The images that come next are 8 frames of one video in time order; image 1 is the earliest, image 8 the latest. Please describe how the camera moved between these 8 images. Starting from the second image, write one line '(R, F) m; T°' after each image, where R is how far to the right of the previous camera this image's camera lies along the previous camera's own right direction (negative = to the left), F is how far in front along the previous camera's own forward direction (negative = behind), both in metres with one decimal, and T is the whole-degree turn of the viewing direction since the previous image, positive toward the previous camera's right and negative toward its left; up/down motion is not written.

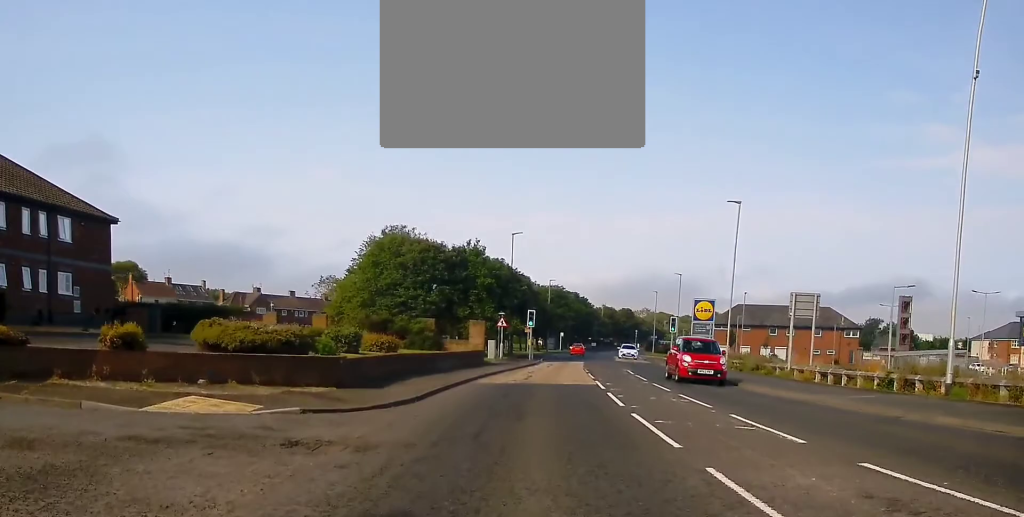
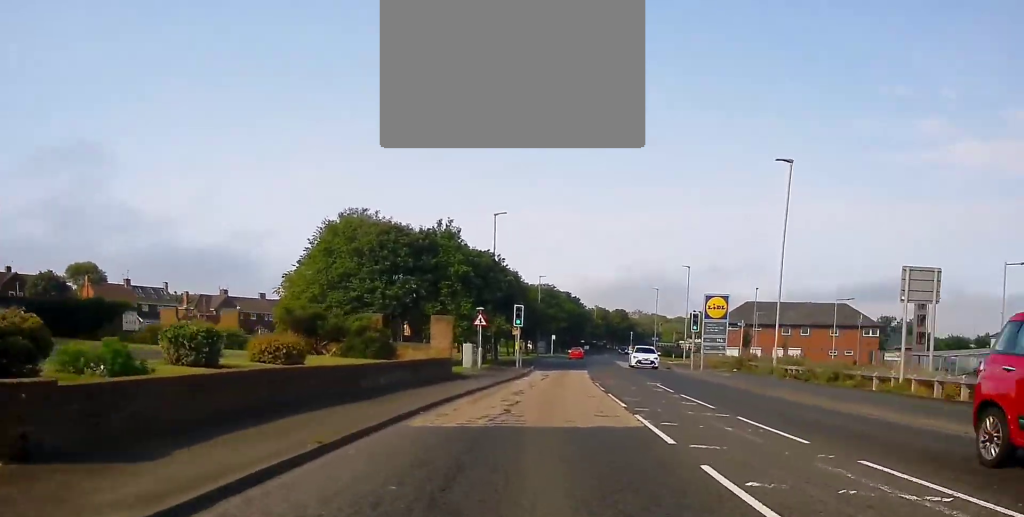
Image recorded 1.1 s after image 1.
(+0.2, +11.5) m; +1°
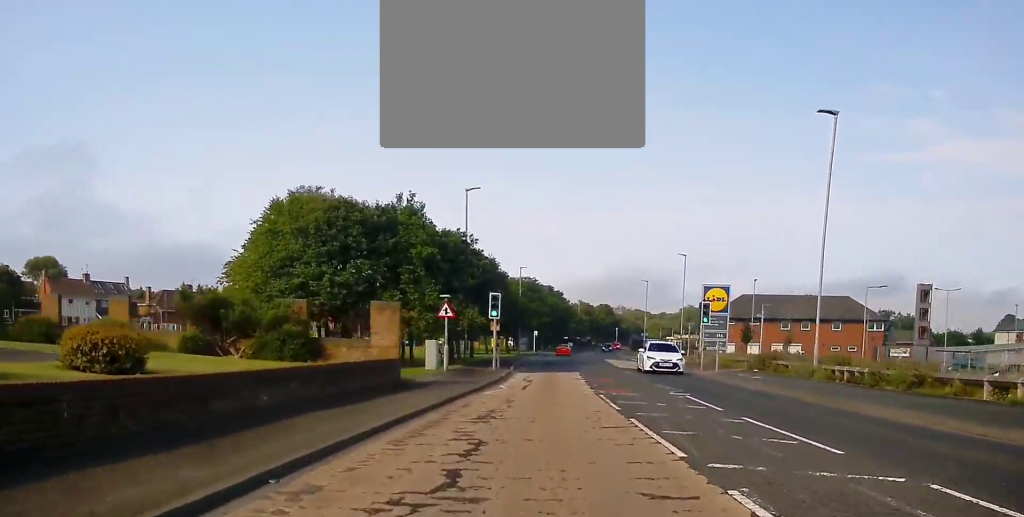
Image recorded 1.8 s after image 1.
(0.0, +7.5) m; +1°
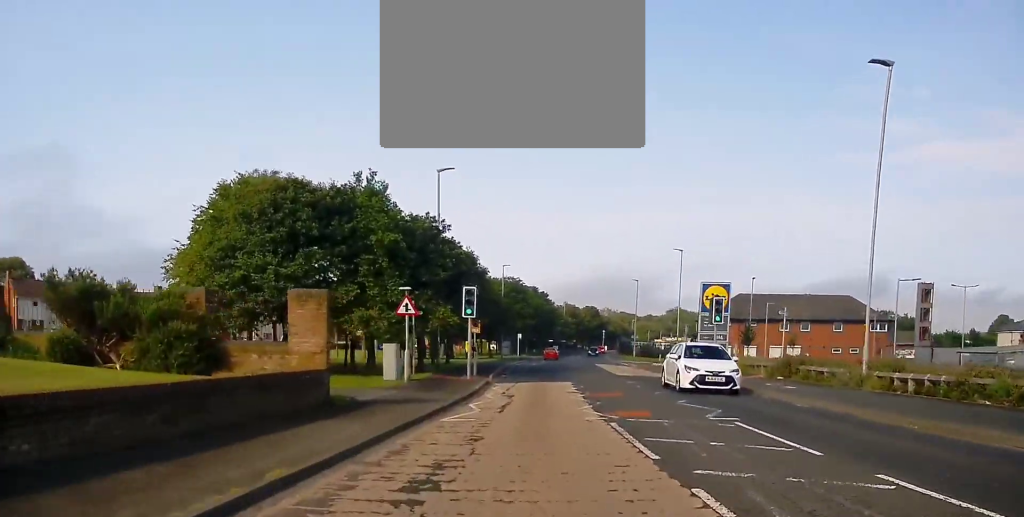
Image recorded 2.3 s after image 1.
(0.0, +5.8) m; 0°
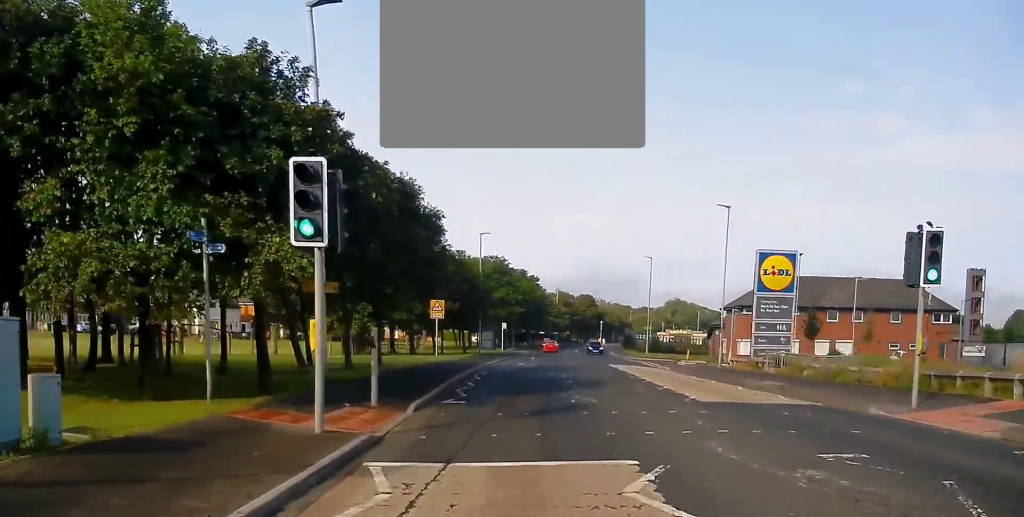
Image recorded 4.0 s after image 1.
(+0.6, +20.0) m; +3°
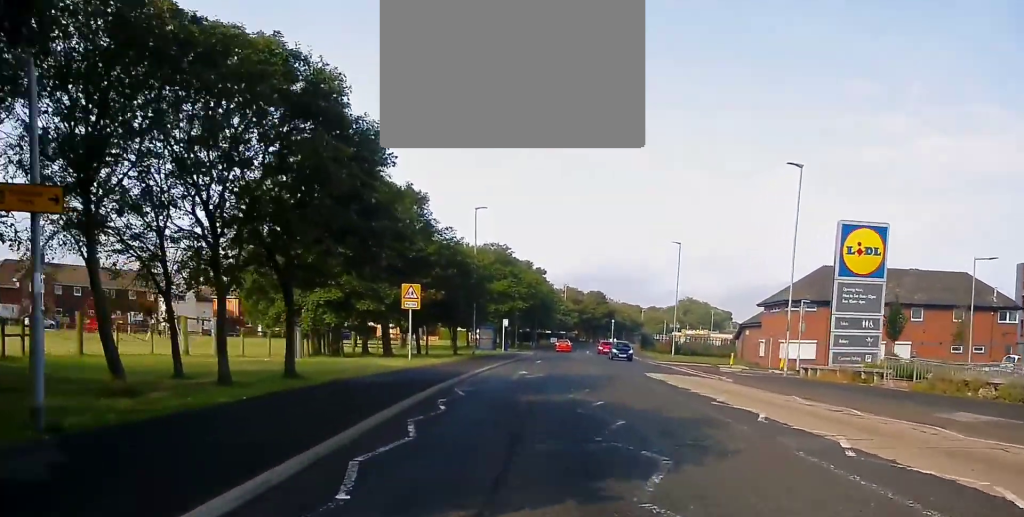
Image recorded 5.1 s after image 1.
(+0.1, +12.4) m; -1°
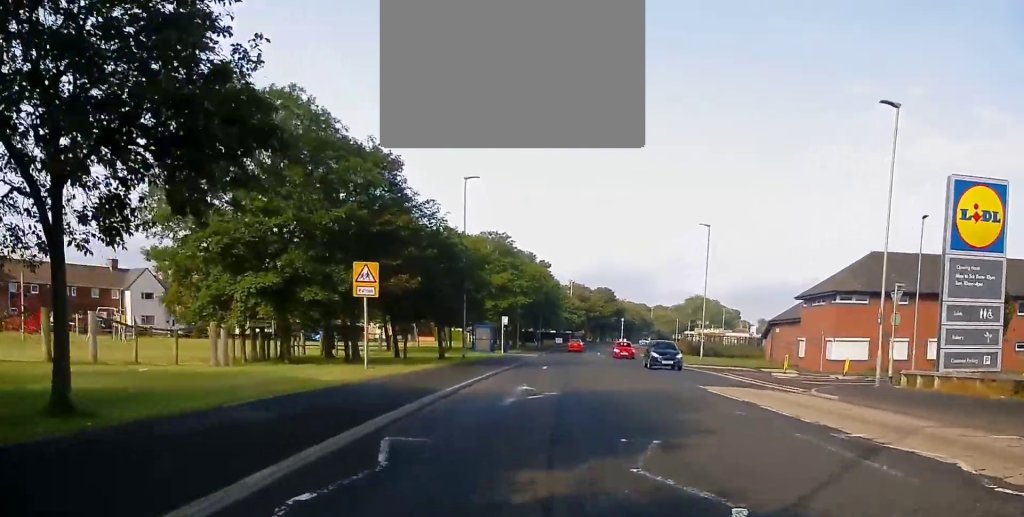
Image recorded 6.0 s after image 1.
(-0.2, +10.5) m; -2°
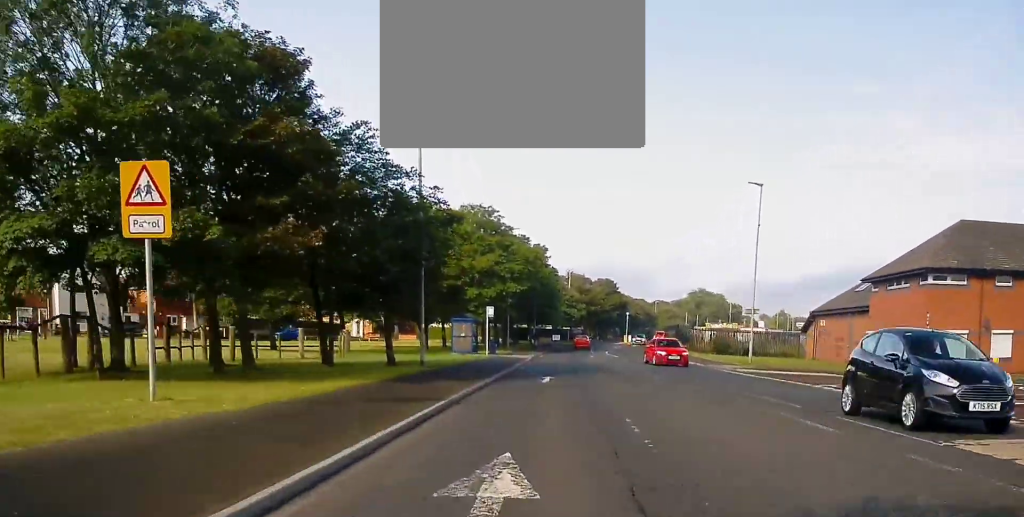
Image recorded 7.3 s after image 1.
(-0.2, +14.6) m; +2°
